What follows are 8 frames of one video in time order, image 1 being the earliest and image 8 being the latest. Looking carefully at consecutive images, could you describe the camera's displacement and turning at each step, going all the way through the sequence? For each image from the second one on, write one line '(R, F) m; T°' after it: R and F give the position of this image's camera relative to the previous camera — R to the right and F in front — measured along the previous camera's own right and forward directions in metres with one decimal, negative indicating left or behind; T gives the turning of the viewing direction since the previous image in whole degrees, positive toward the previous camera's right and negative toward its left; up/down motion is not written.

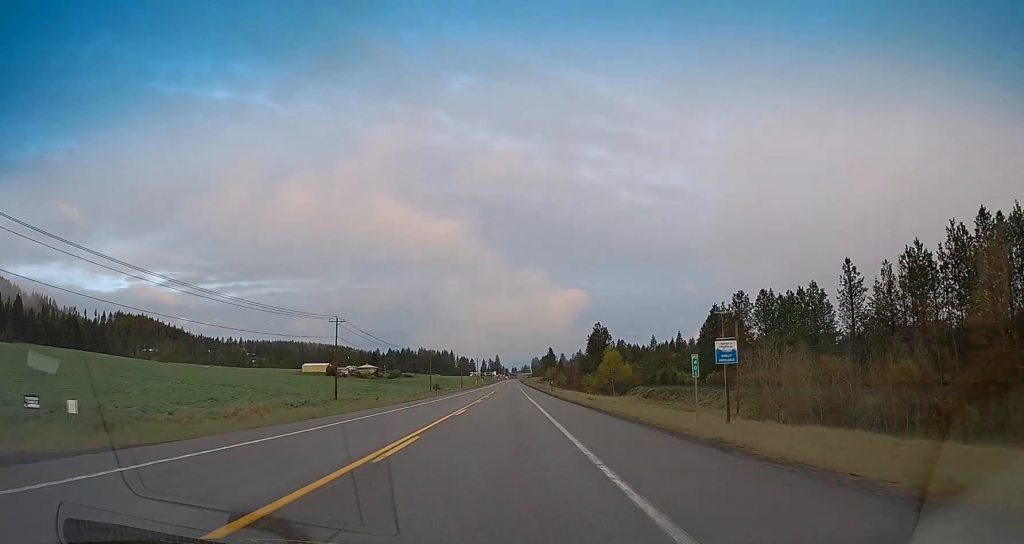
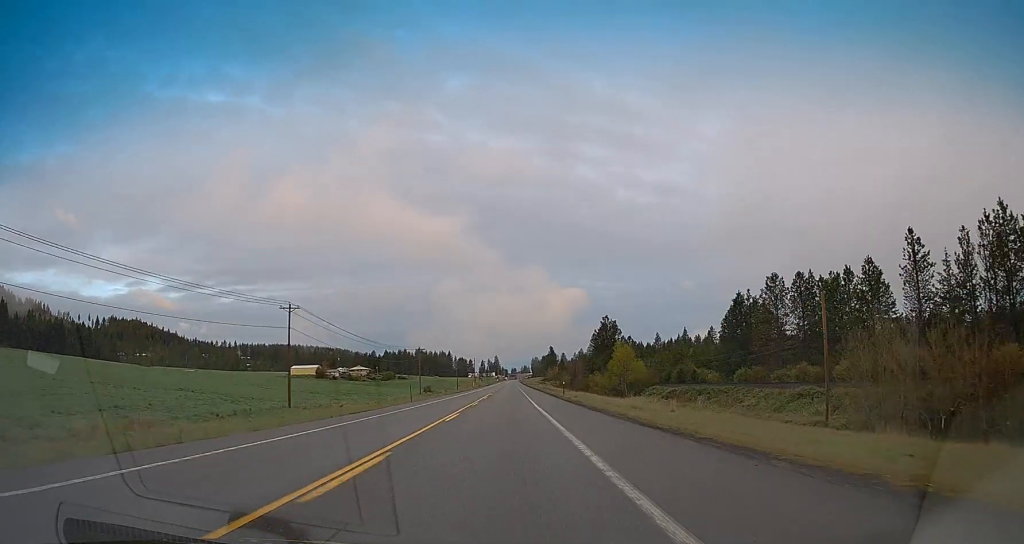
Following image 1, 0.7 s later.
(0.0, +19.0) m; 0°
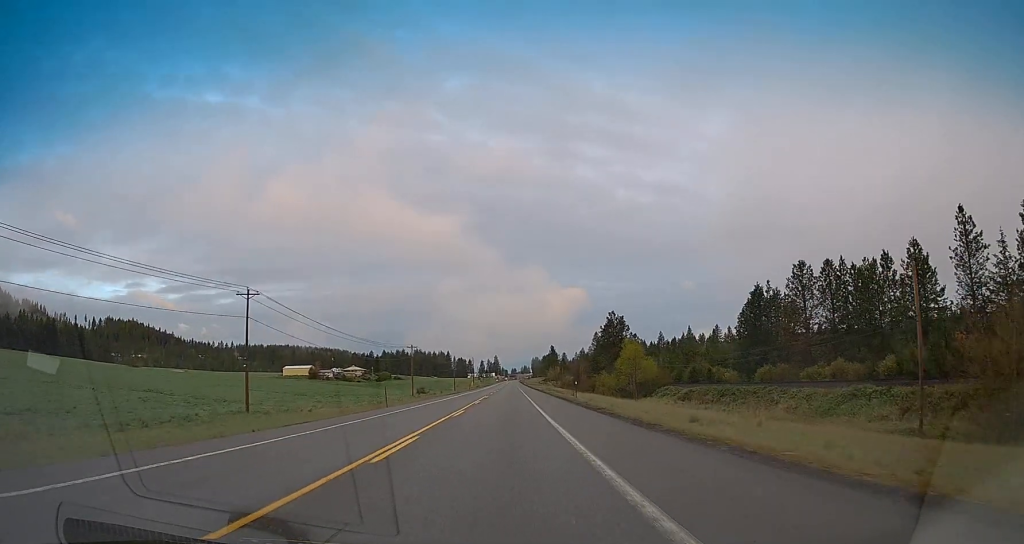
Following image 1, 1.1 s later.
(0.0, +11.8) m; 0°
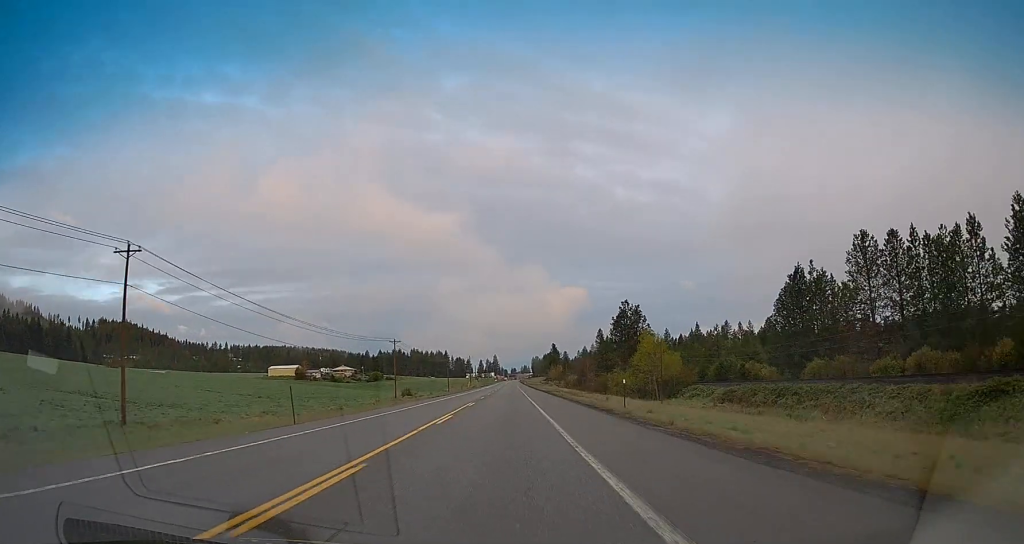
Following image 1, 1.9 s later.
(0.0, +20.9) m; +1°
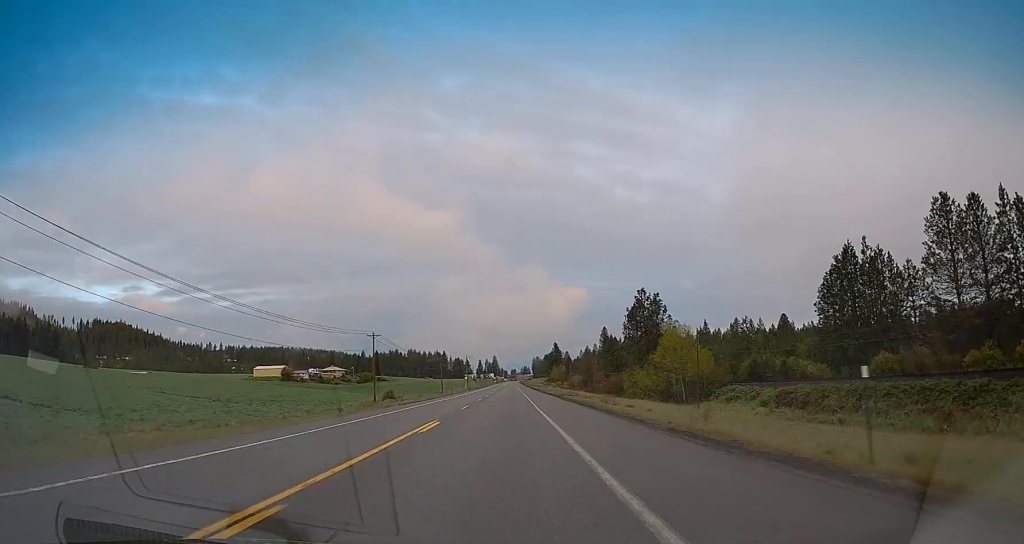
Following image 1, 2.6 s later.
(+0.2, +19.0) m; 0°
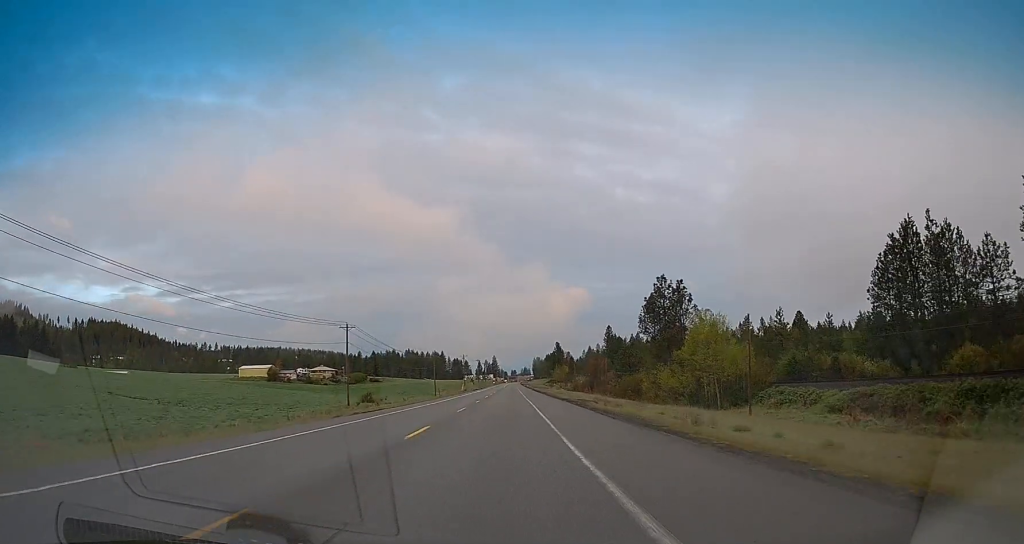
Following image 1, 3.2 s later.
(+0.1, +17.2) m; 0°
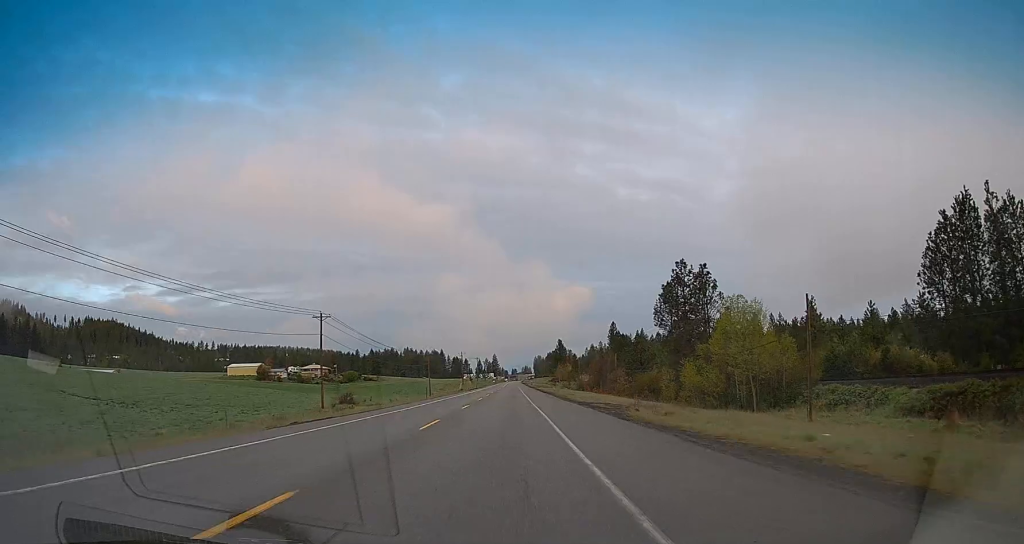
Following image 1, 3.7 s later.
(-0.1, +12.7) m; 0°
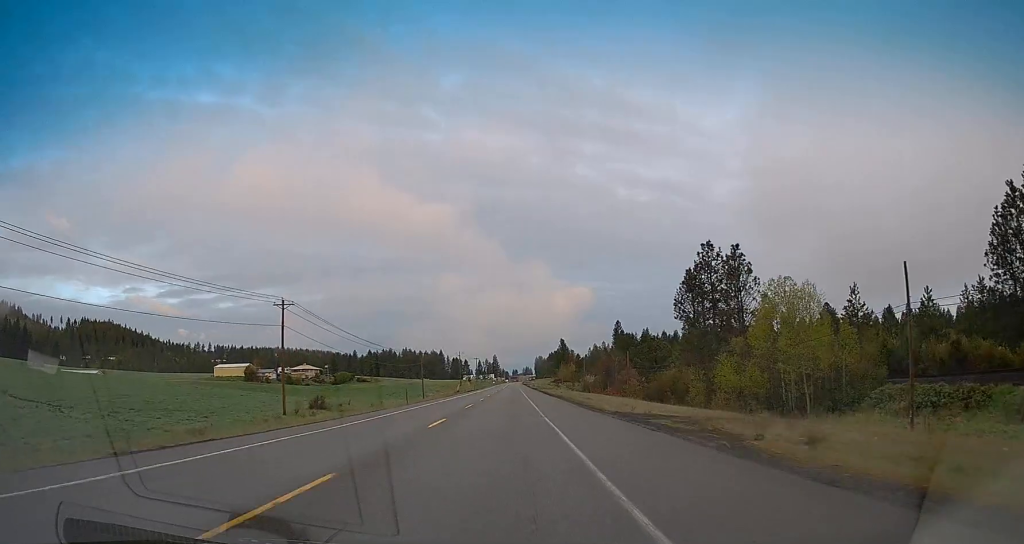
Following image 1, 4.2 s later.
(-0.1, +13.6) m; 0°
